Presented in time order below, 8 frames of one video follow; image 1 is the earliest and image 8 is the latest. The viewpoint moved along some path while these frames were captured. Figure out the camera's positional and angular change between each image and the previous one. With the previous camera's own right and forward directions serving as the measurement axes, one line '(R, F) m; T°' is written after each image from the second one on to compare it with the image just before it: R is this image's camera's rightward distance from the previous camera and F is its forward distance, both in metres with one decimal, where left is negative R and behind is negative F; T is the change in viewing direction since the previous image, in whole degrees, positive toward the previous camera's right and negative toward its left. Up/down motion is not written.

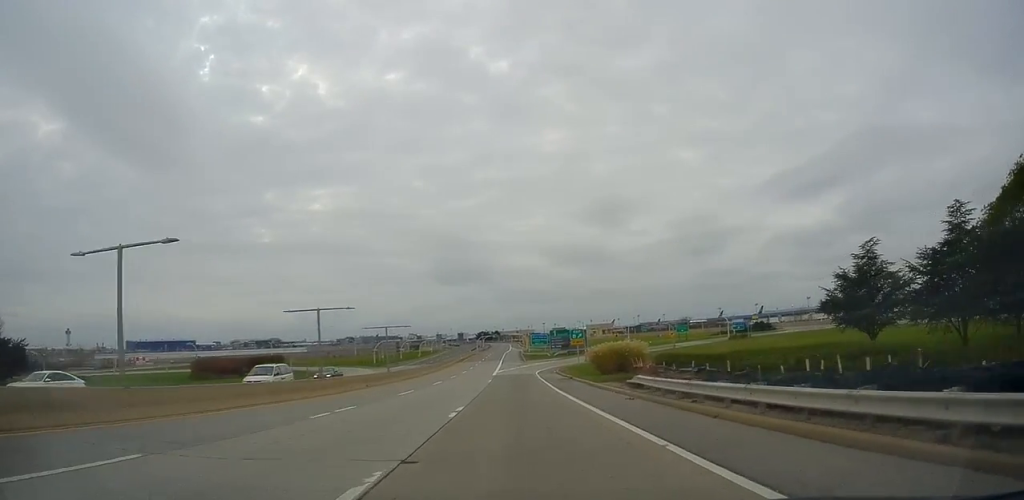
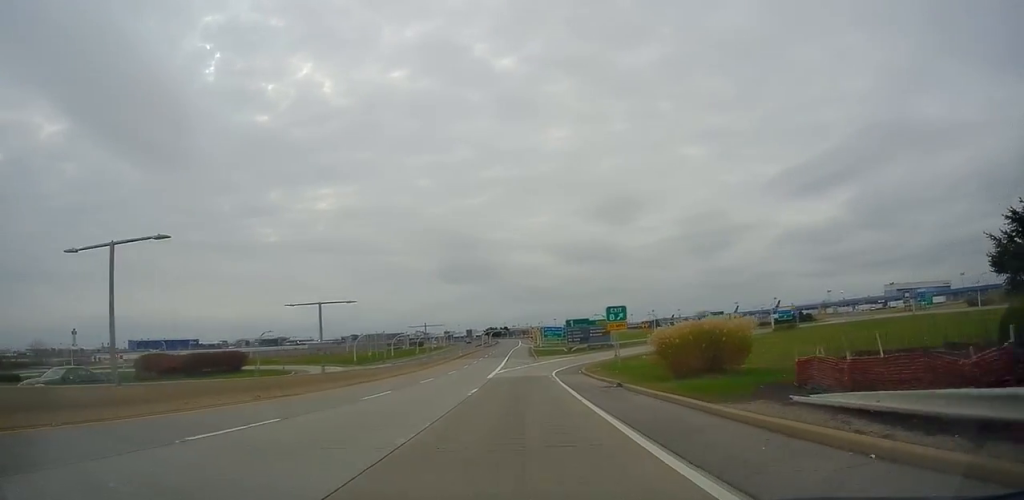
(+0.2, +18.5) m; 0°
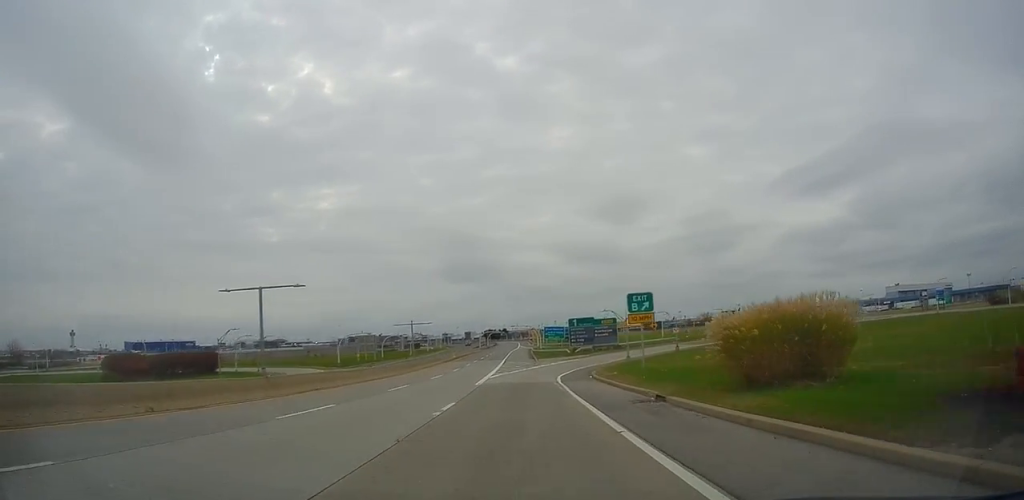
(0.0, +7.8) m; -1°
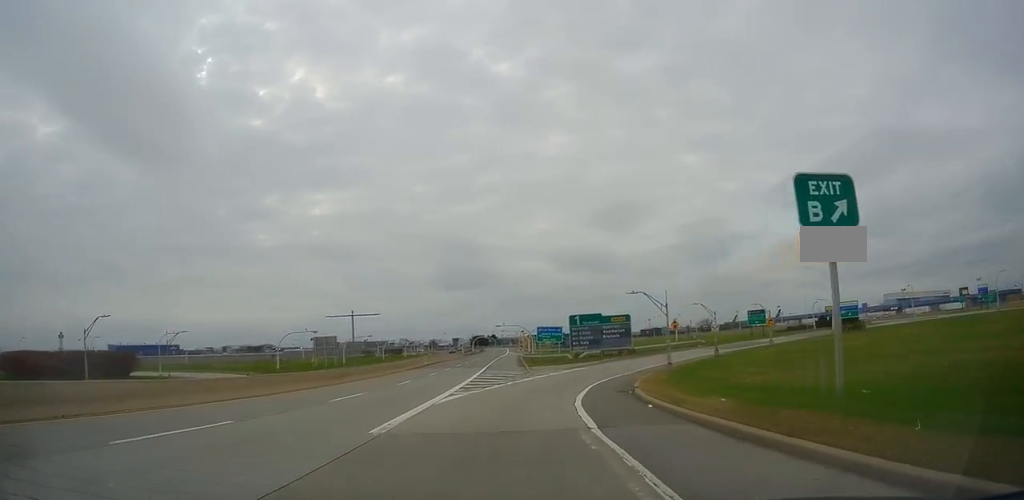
(-0.4, +19.4) m; 0°
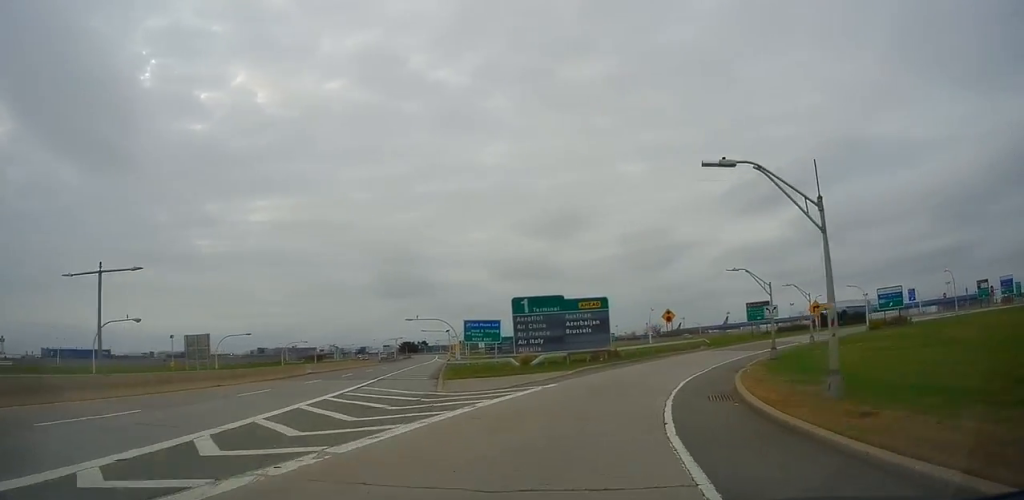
(+0.3, +26.1) m; +1°
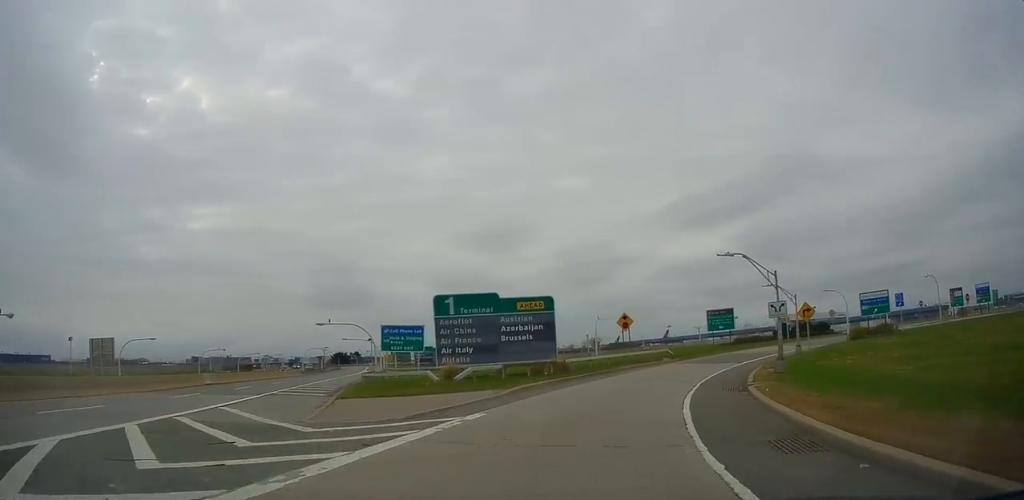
(-0.1, +8.6) m; +1°
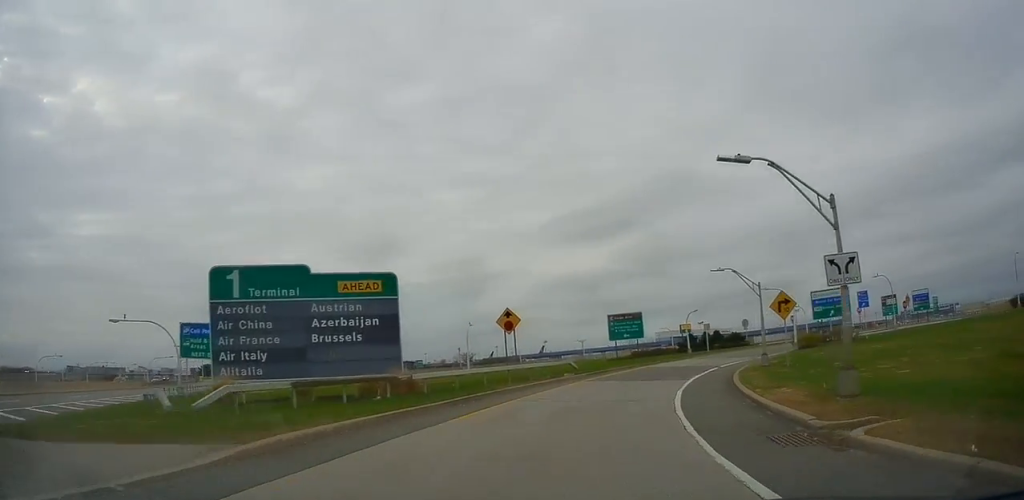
(+0.3, +13.2) m; +5°
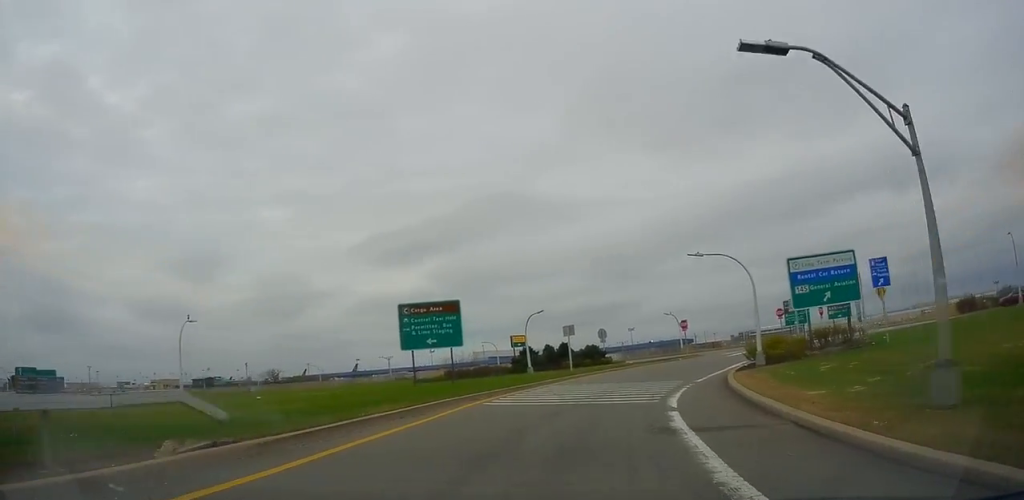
(+2.3, +23.0) m; +19°
